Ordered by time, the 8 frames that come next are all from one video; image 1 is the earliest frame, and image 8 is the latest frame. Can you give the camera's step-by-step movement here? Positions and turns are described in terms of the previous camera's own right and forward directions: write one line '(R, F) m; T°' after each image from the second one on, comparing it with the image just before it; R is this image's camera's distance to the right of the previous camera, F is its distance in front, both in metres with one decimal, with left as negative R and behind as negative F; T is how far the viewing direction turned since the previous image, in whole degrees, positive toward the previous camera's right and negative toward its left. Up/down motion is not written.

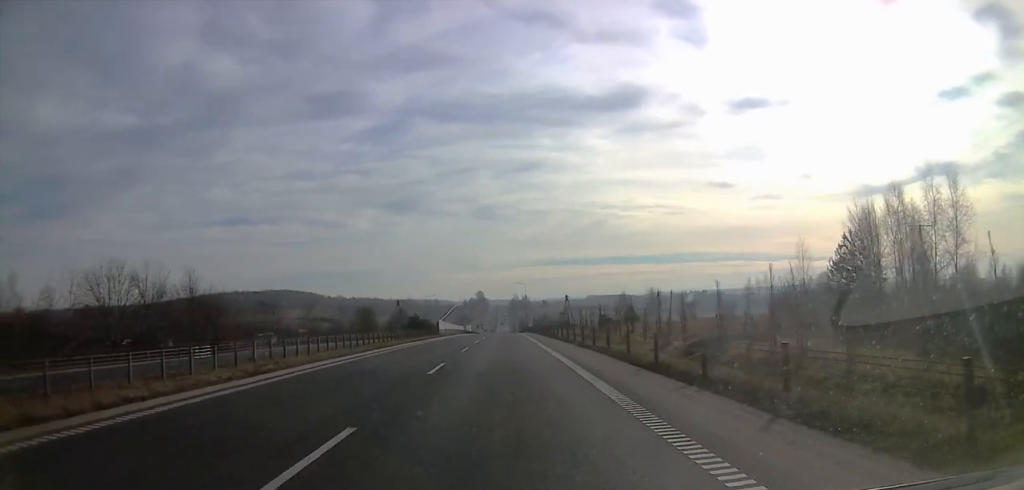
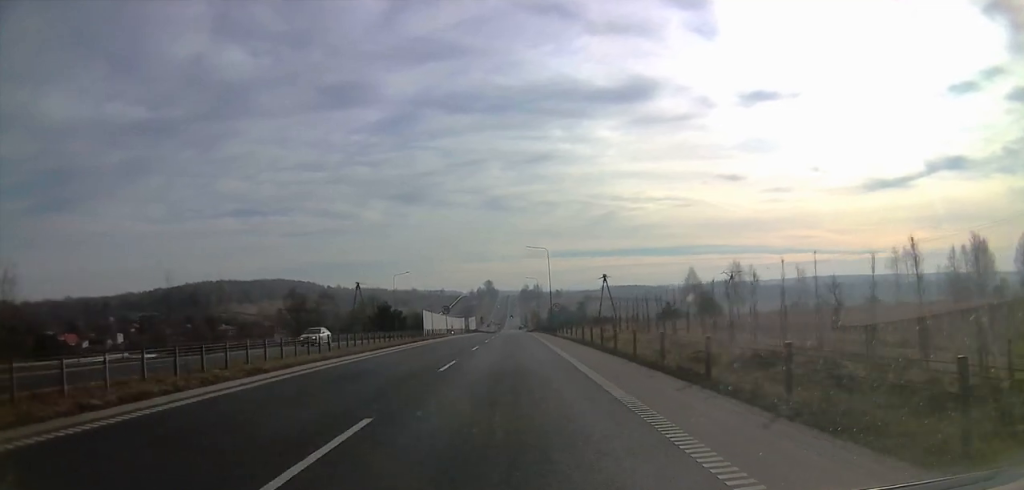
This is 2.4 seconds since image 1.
(-0.3, +59.6) m; -1°
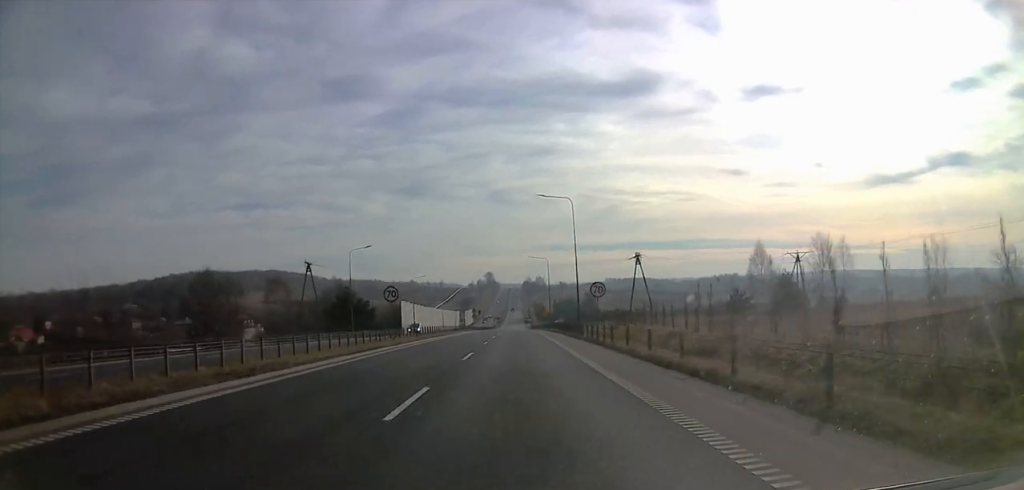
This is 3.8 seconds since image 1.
(+0.1, +32.4) m; -1°
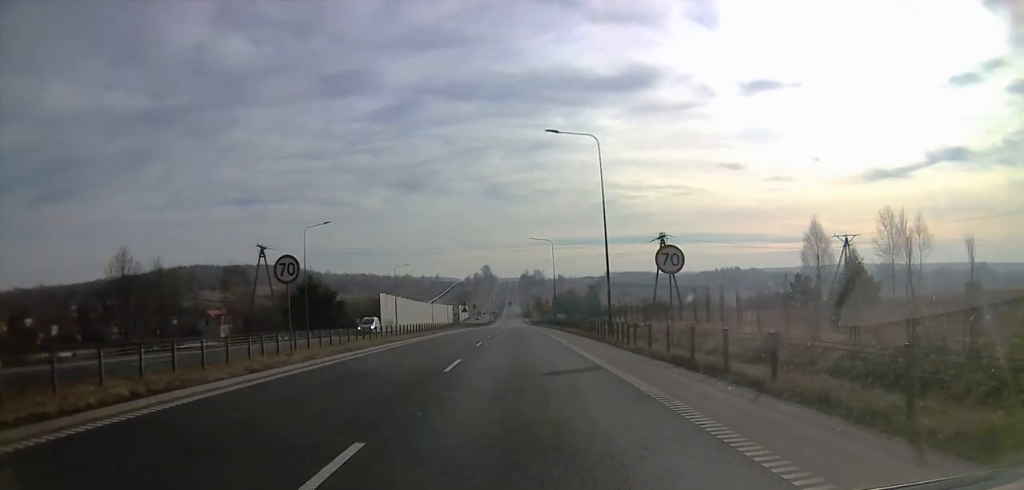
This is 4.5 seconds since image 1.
(-0.3, +16.7) m; -2°
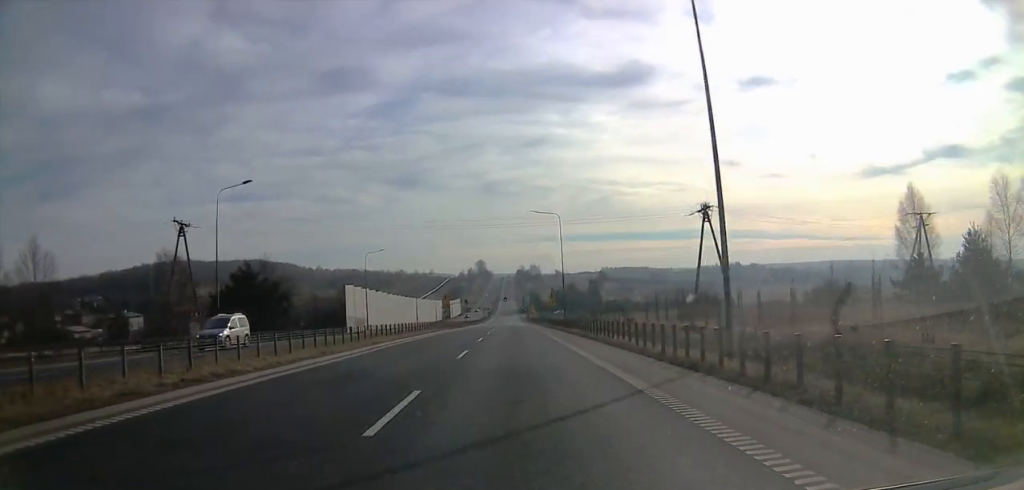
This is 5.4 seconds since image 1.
(-0.6, +20.2) m; -2°
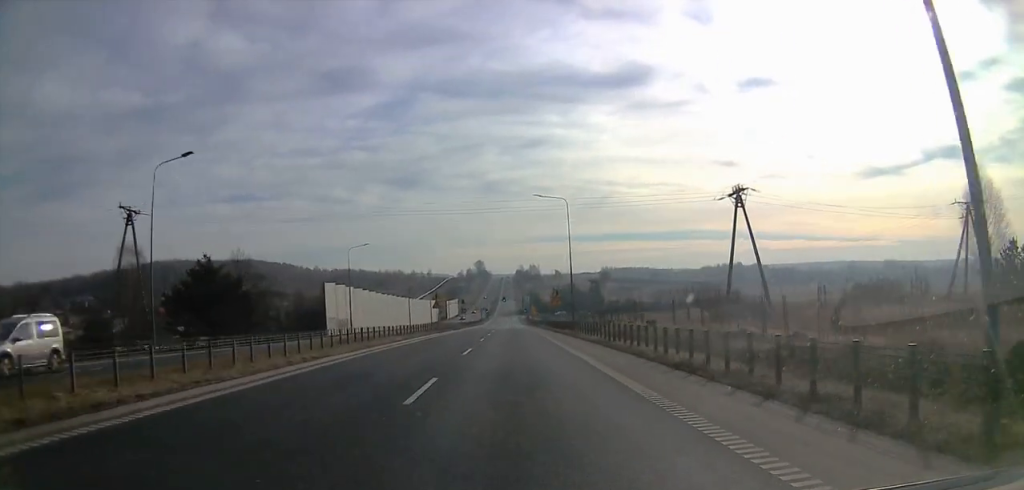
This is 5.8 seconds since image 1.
(-0.2, +10.2) m; -1°
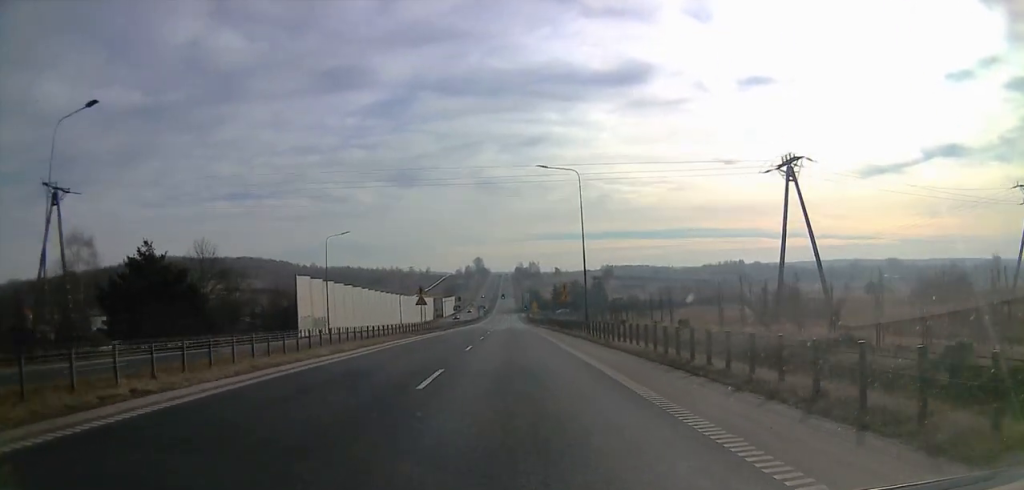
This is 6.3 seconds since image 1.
(+0.1, +10.5) m; +1°
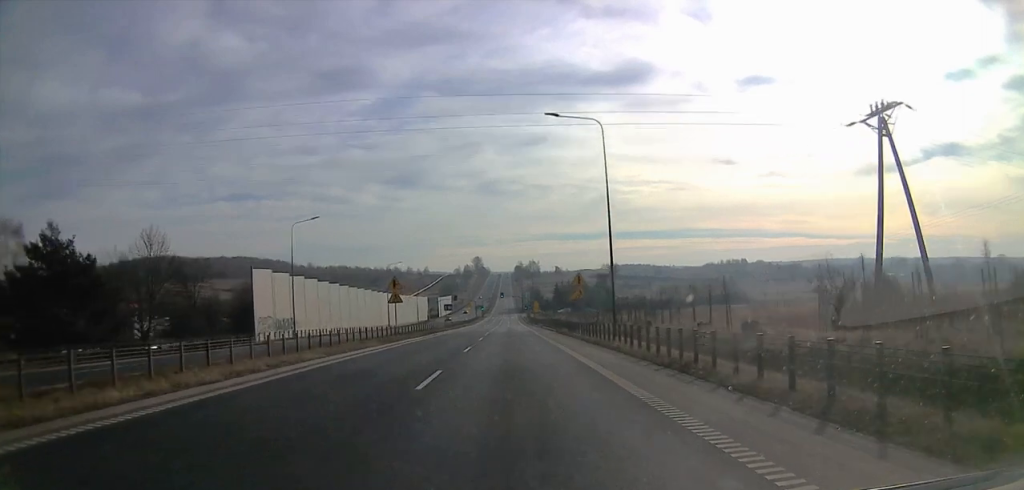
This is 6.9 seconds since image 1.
(0.0, +12.5) m; +1°
